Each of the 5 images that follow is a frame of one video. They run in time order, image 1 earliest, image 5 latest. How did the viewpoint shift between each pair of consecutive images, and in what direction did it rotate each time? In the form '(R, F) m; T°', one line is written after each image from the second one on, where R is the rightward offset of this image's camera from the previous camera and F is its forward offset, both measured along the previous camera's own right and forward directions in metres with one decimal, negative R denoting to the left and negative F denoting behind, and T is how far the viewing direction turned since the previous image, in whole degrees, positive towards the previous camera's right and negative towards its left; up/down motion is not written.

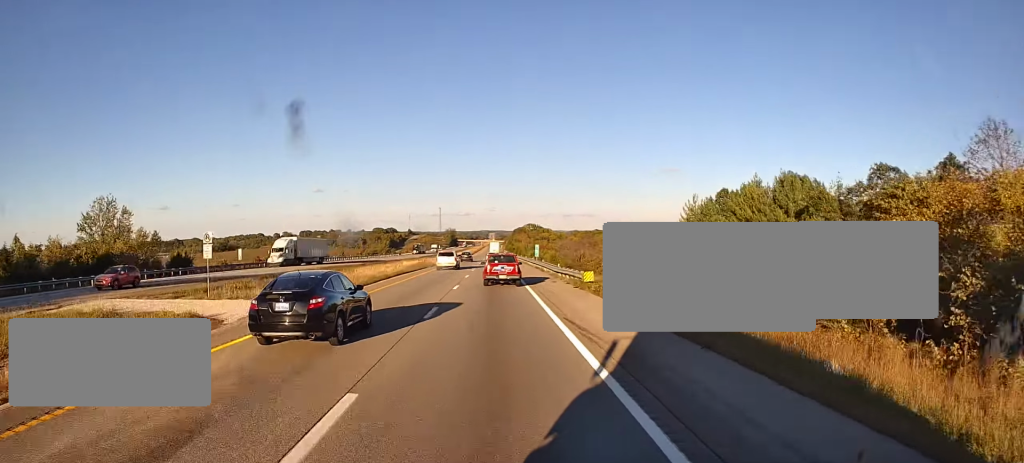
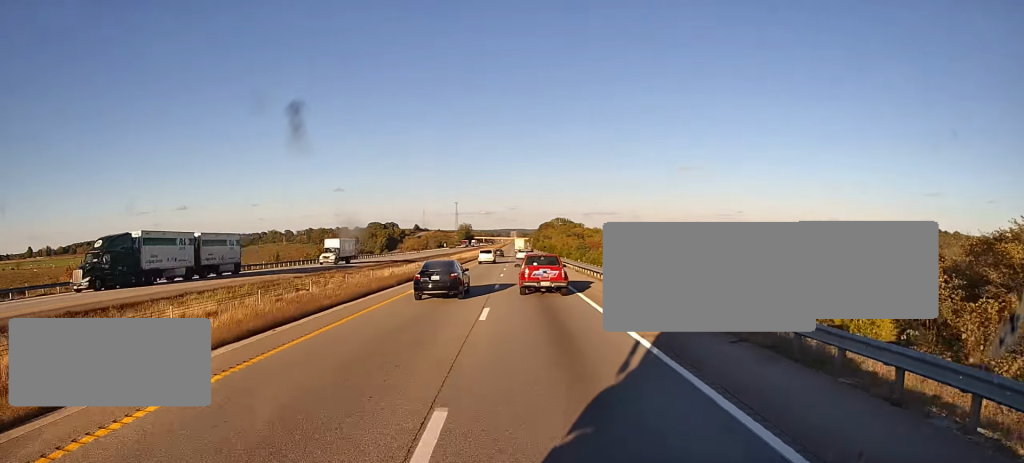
(+0.5, +97.1) m; 0°
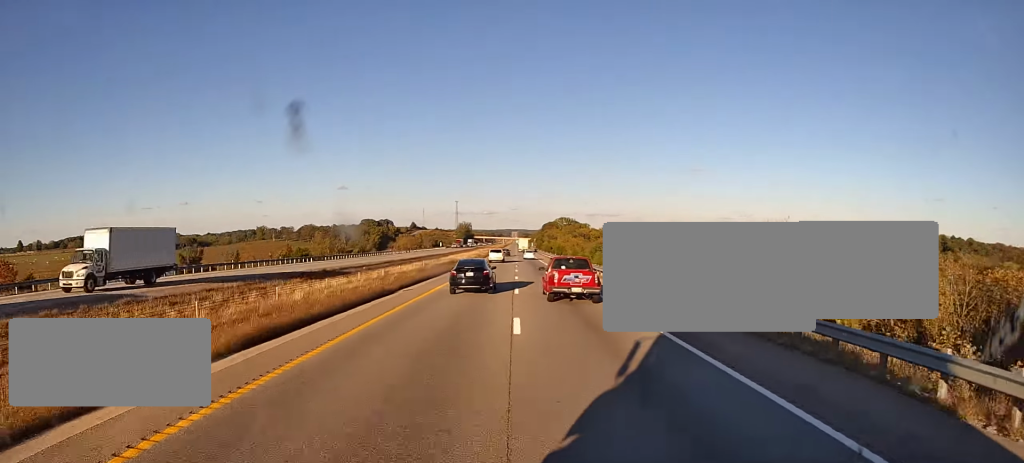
(-0.6, +26.3) m; -2°
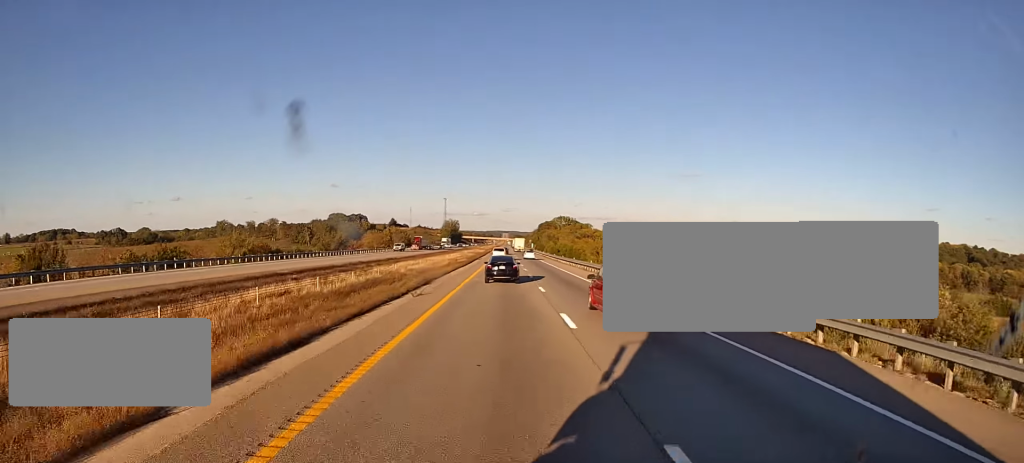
(-0.7, +58.5) m; 0°
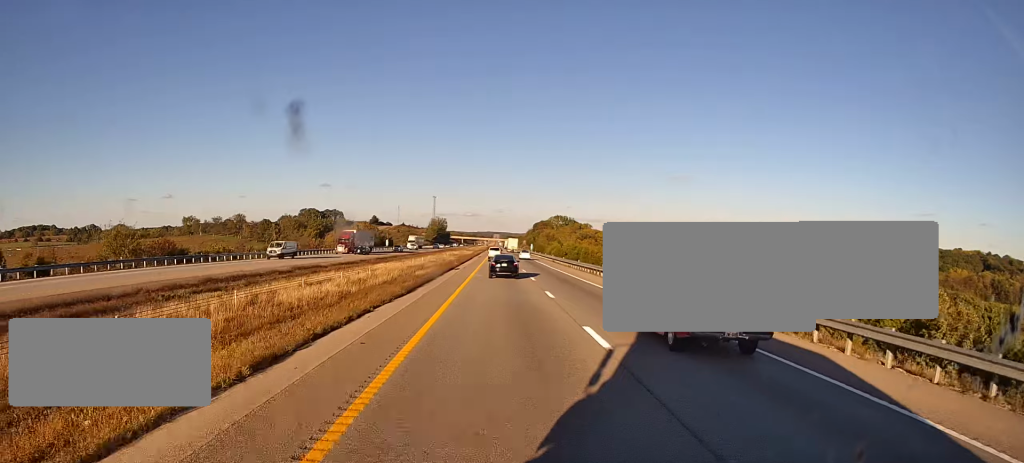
(+0.4, +38.8) m; 0°
